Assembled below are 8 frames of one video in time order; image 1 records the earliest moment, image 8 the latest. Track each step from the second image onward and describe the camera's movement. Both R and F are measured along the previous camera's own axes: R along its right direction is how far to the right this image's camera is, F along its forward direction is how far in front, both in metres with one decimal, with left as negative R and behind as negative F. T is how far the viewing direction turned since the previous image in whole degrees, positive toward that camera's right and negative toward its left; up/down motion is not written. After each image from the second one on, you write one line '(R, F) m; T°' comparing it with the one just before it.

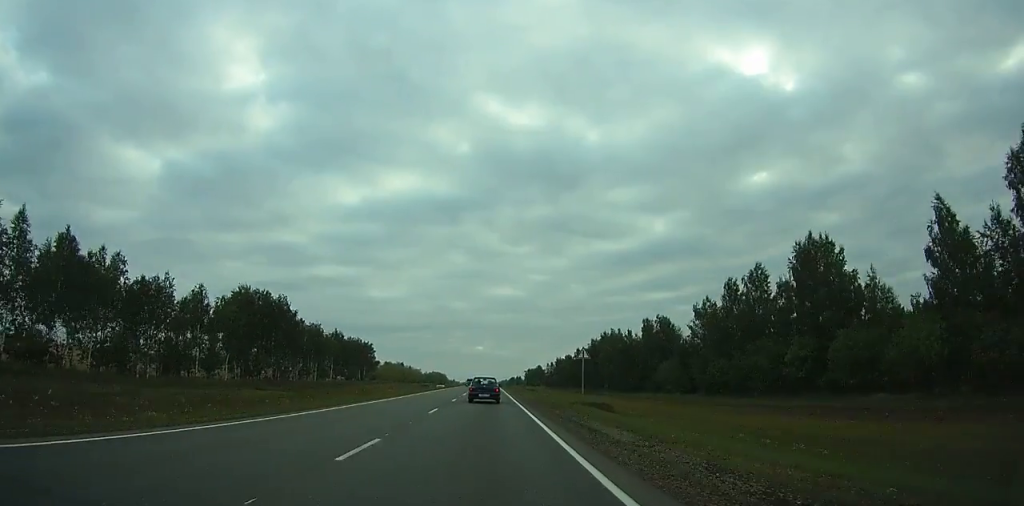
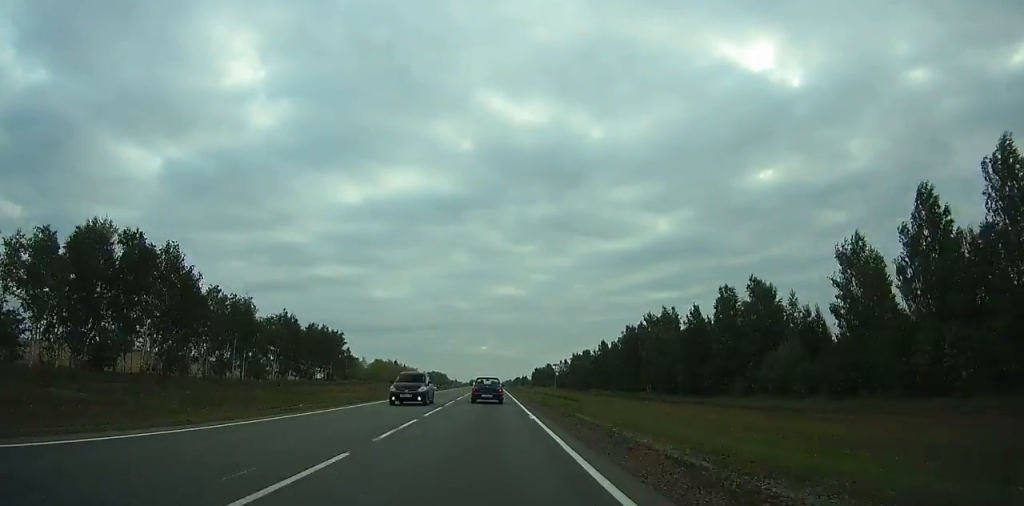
(-0.1, +40.3) m; 0°
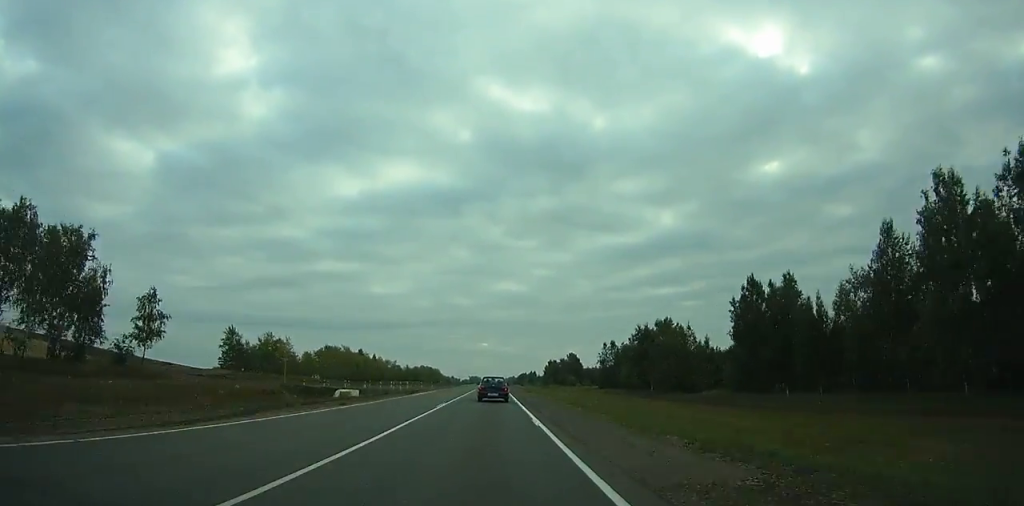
(-0.4, +98.4) m; 0°
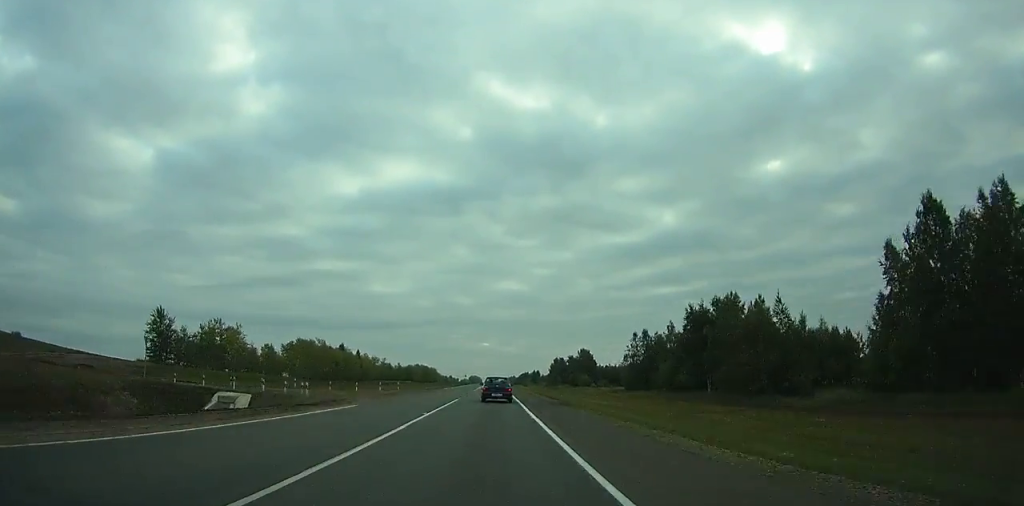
(0.0, +31.5) m; 0°
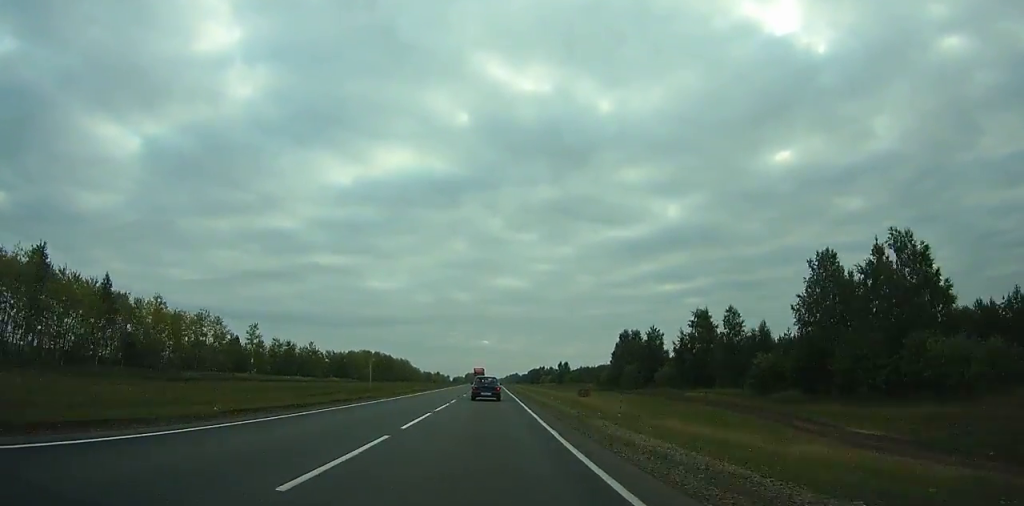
(0.0, +165.6) m; 0°
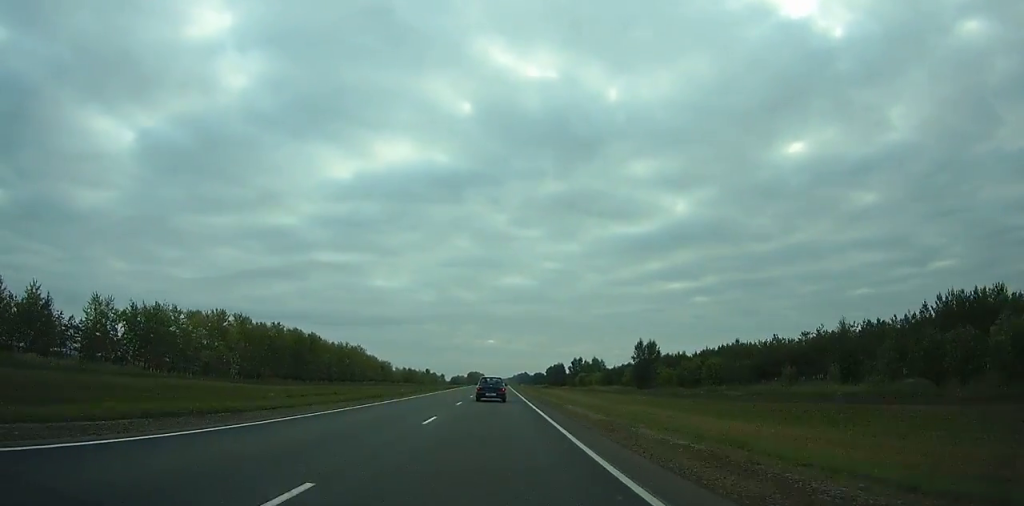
(+0.5, +133.0) m; 0°
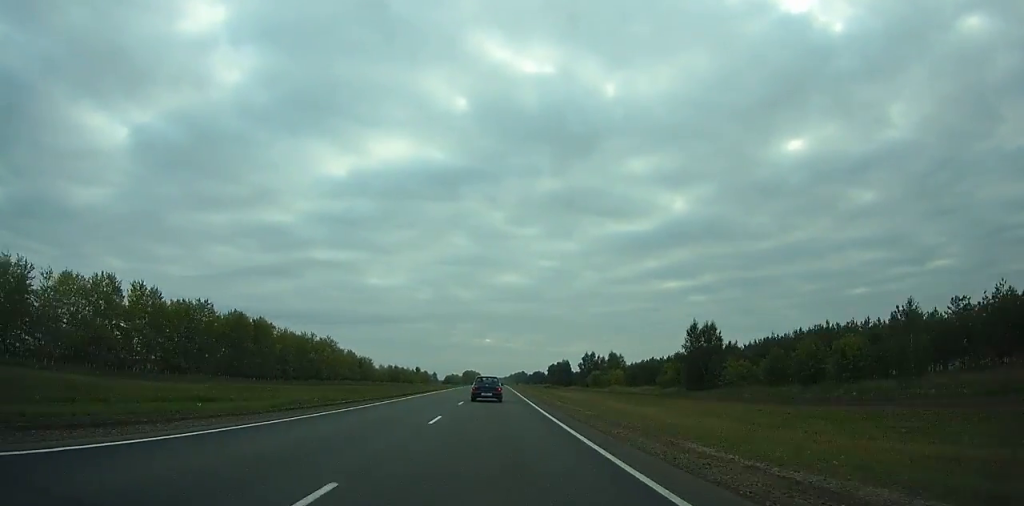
(-0.3, +34.8) m; 0°
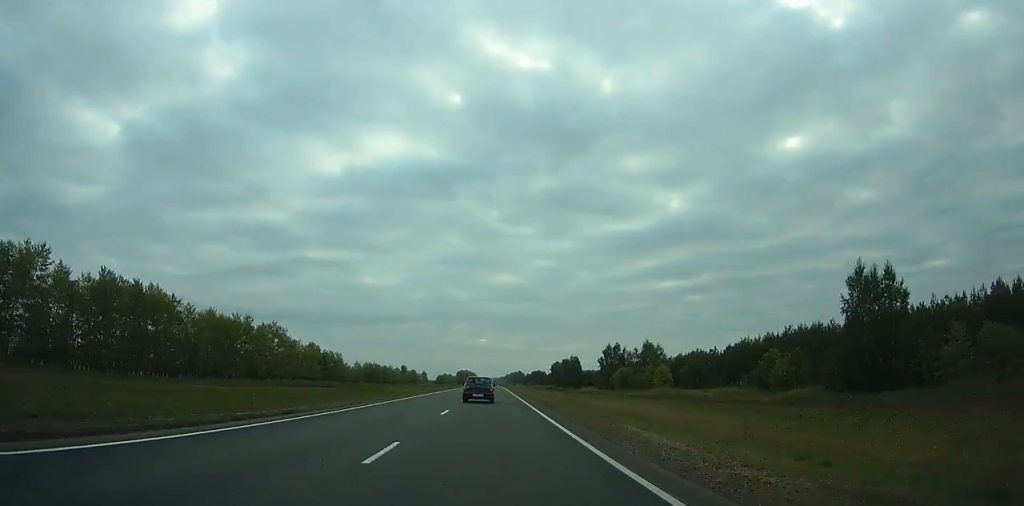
(+0.1, +42.5) m; 0°
